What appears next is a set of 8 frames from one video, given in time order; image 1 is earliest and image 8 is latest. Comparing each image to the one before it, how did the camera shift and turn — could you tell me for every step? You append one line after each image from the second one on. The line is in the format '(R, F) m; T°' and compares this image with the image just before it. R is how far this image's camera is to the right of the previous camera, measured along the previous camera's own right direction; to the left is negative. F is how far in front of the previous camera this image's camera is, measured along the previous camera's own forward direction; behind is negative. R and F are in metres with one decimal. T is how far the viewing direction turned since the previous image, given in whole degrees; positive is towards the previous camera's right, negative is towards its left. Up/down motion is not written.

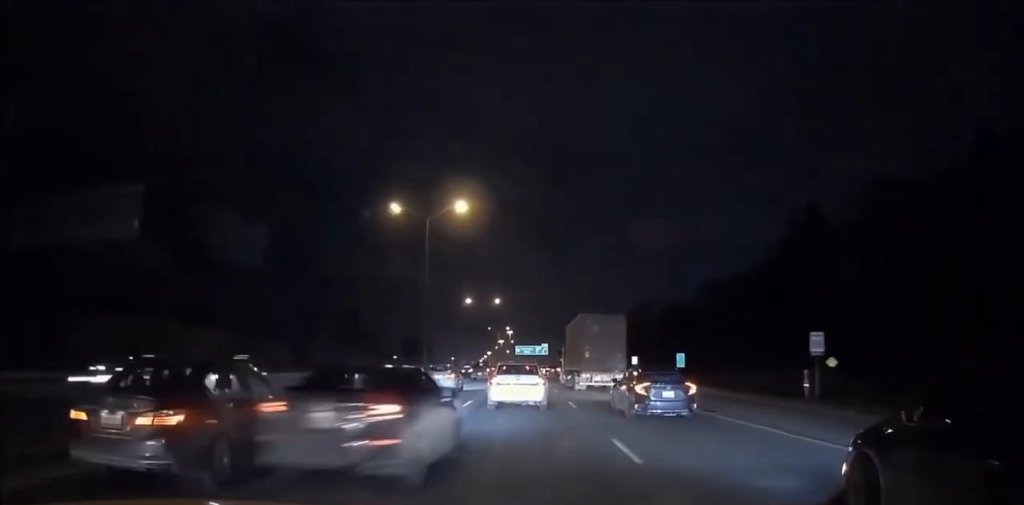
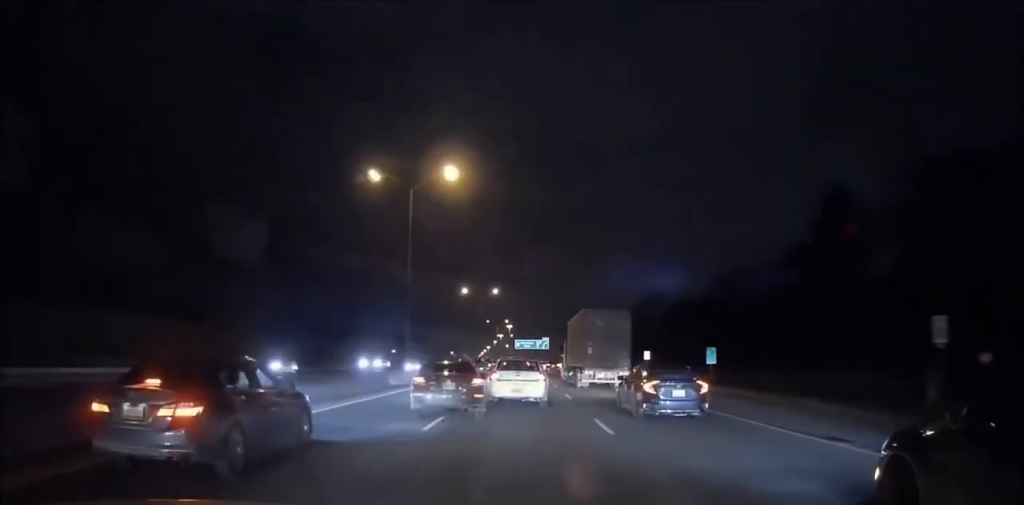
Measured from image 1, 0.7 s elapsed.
(0.0, +9.2) m; 0°
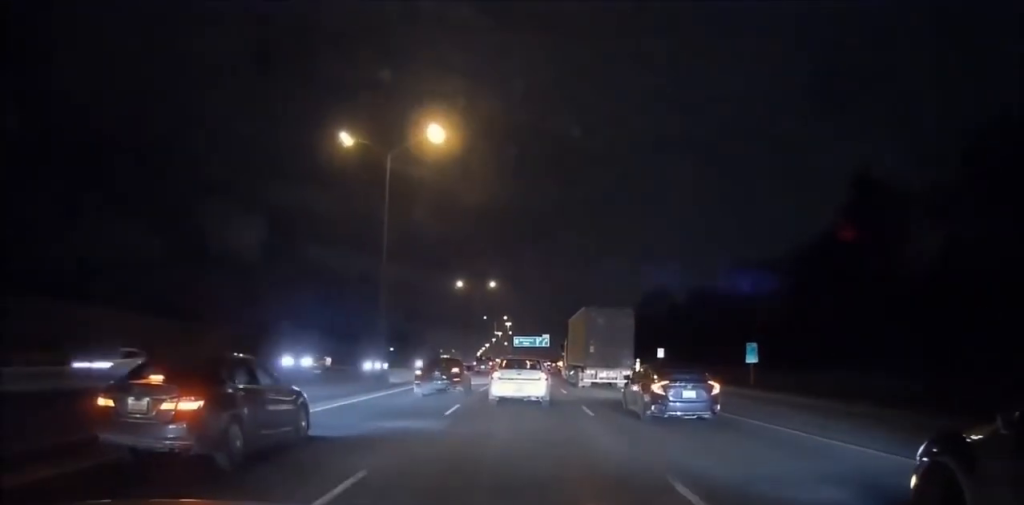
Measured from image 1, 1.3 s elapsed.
(0.0, +8.3) m; 0°
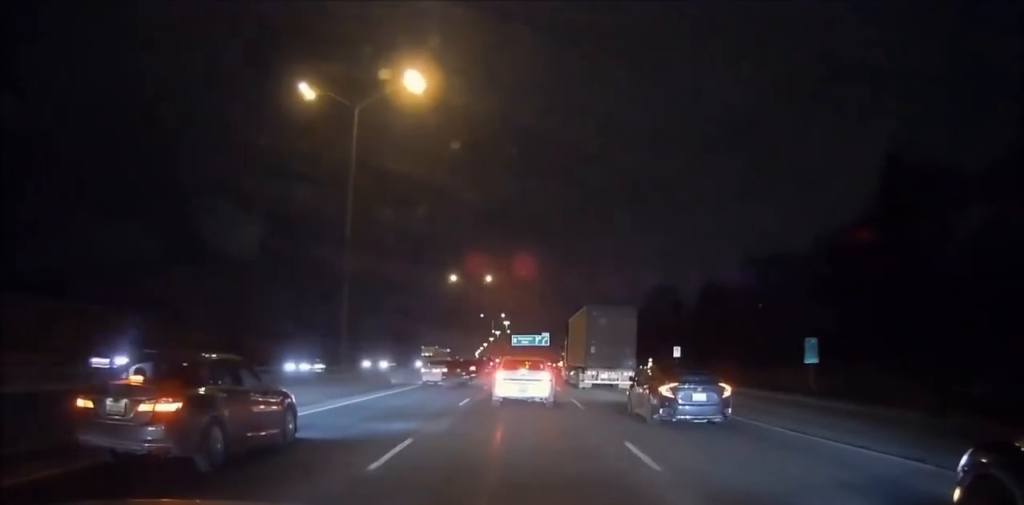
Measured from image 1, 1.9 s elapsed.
(0.0, +7.6) m; 0°
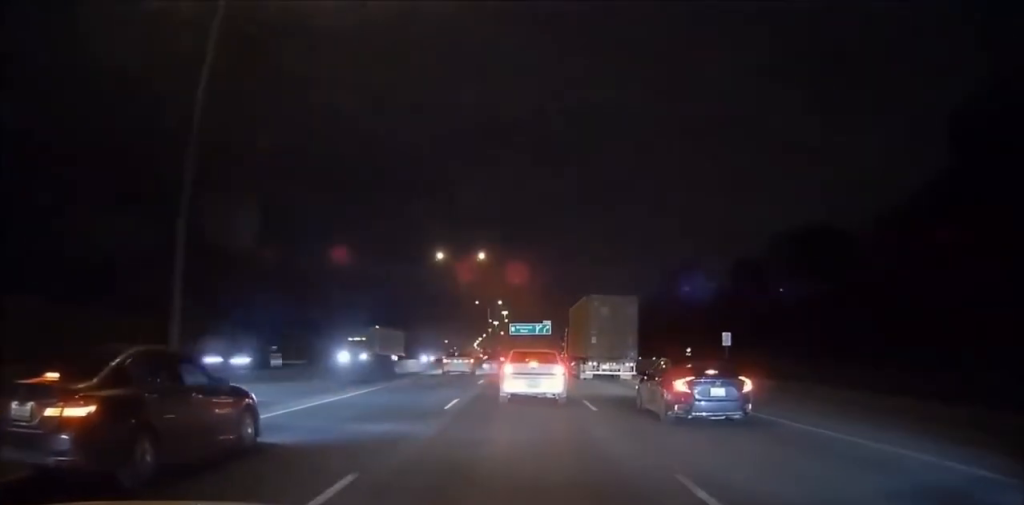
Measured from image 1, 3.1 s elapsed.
(-0.1, +13.7) m; -1°
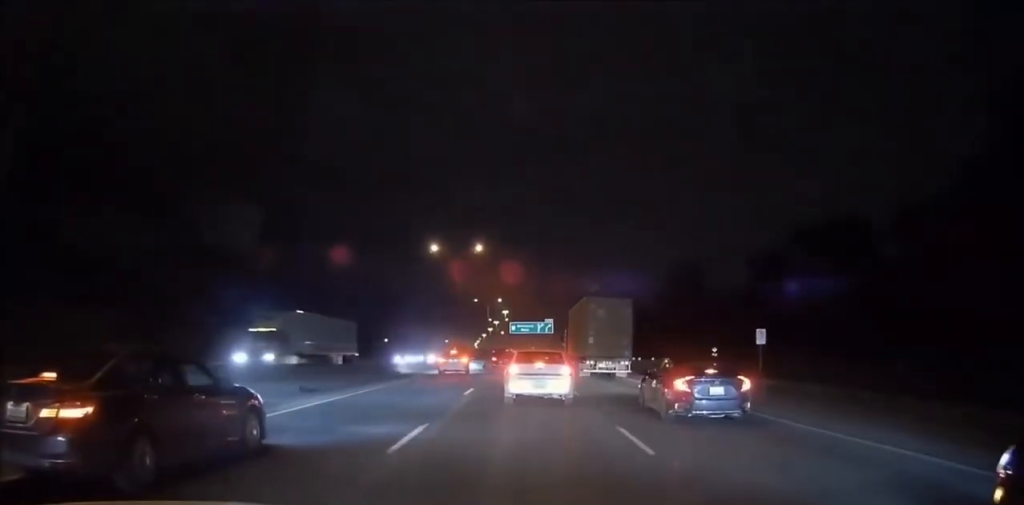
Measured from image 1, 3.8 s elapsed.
(0.0, +6.0) m; 0°
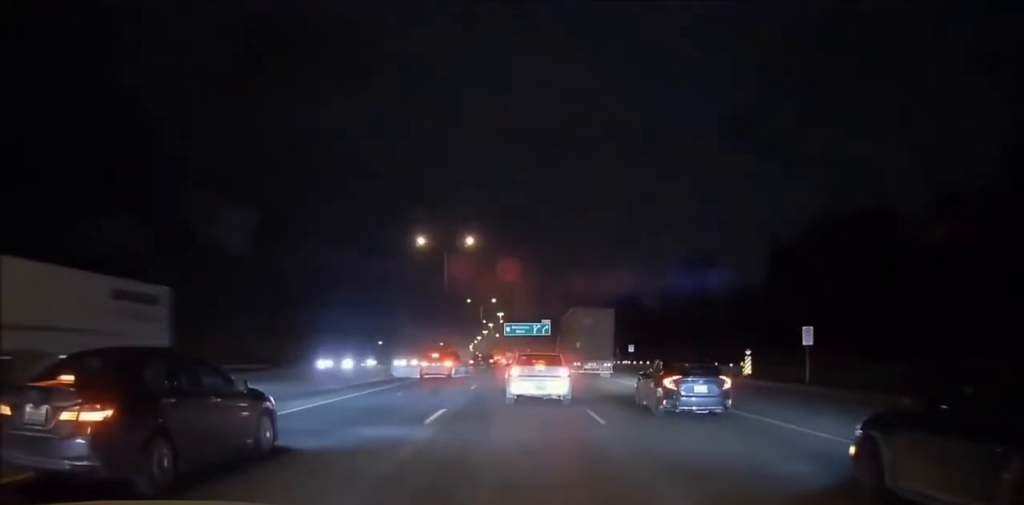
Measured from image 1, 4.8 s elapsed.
(0.0, +6.7) m; +1°
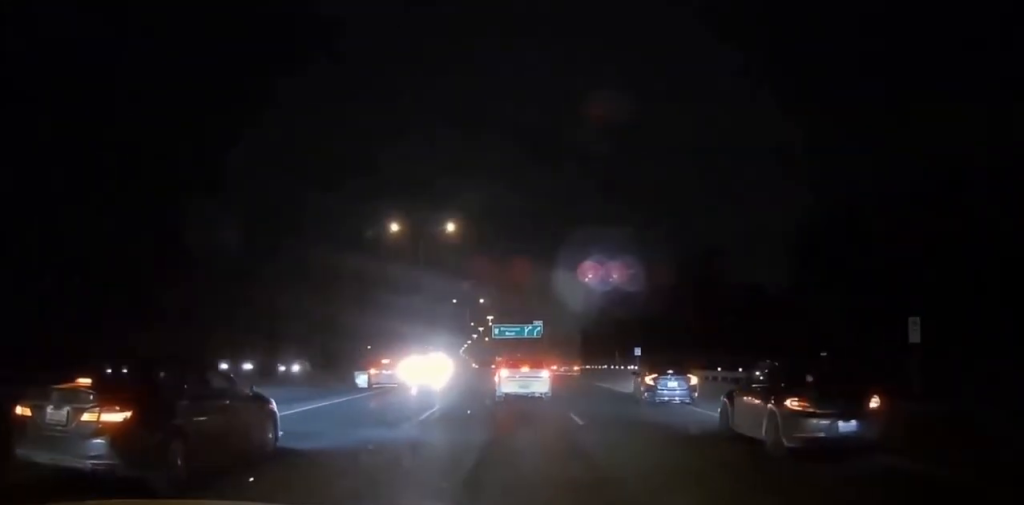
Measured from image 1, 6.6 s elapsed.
(+0.3, +10.8) m; +3°
